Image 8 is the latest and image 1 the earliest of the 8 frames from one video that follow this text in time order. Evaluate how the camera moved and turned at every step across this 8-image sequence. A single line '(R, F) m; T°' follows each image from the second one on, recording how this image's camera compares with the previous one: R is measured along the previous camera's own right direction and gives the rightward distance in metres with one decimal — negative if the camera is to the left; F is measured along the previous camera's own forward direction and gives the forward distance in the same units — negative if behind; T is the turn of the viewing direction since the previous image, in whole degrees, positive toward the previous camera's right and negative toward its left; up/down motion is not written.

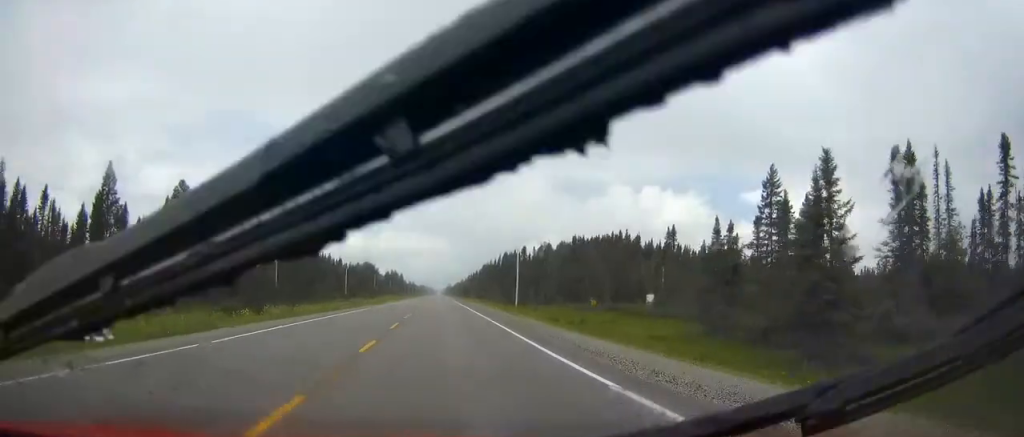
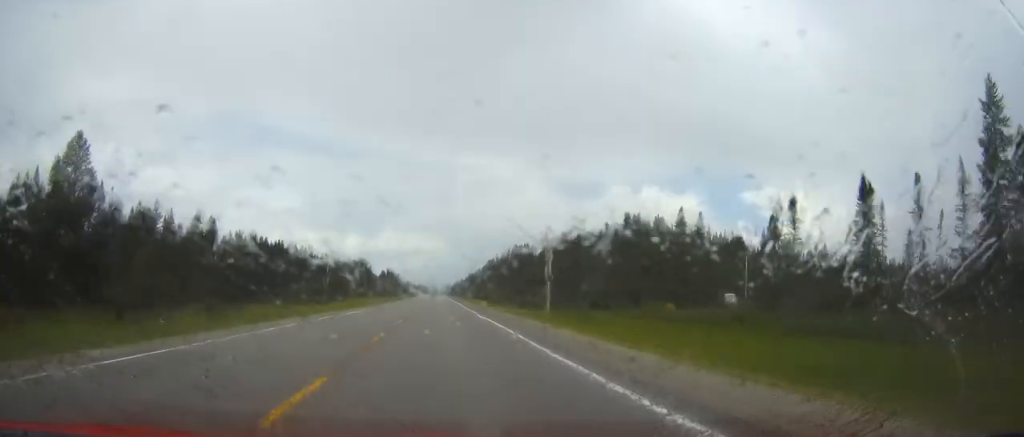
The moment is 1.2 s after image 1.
(0.0, +33.3) m; 0°
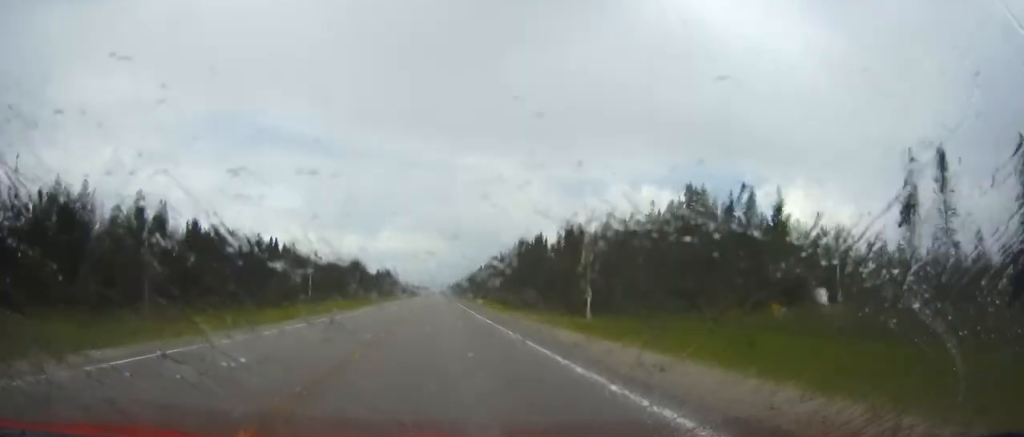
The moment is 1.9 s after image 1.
(0.0, +21.9) m; 0°
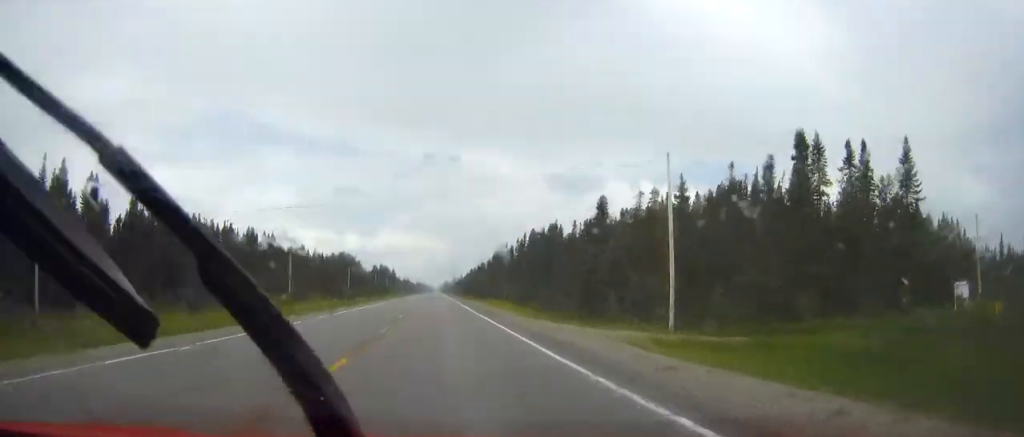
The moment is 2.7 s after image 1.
(0.0, +20.9) m; 0°
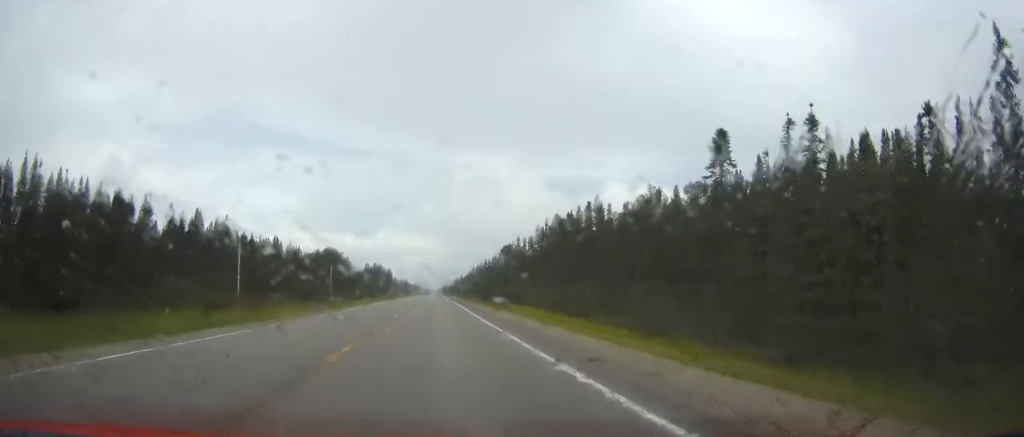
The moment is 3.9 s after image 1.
(0.0, +34.2) m; 0°
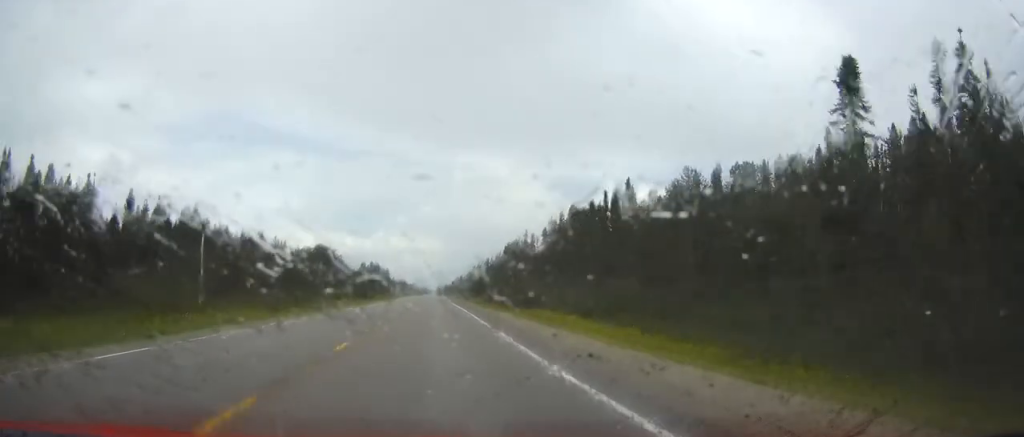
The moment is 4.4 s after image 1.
(0.0, +16.2) m; 0°
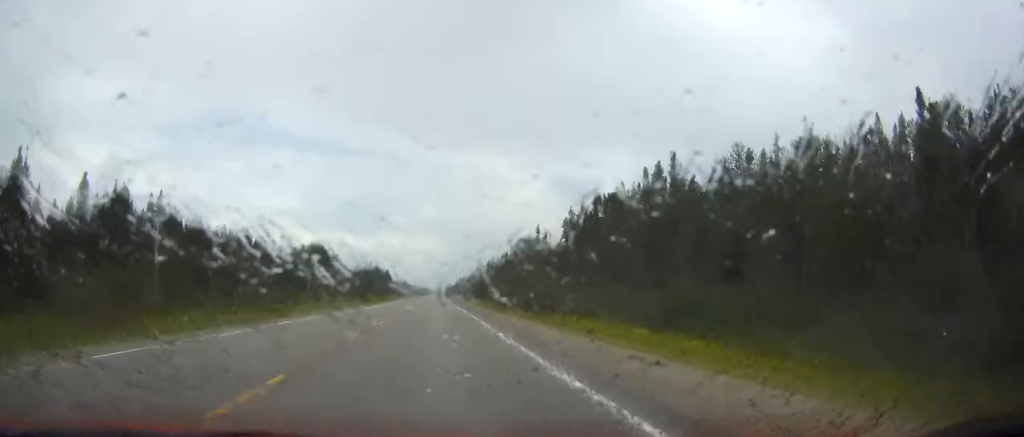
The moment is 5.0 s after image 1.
(0.0, +15.2) m; 0°
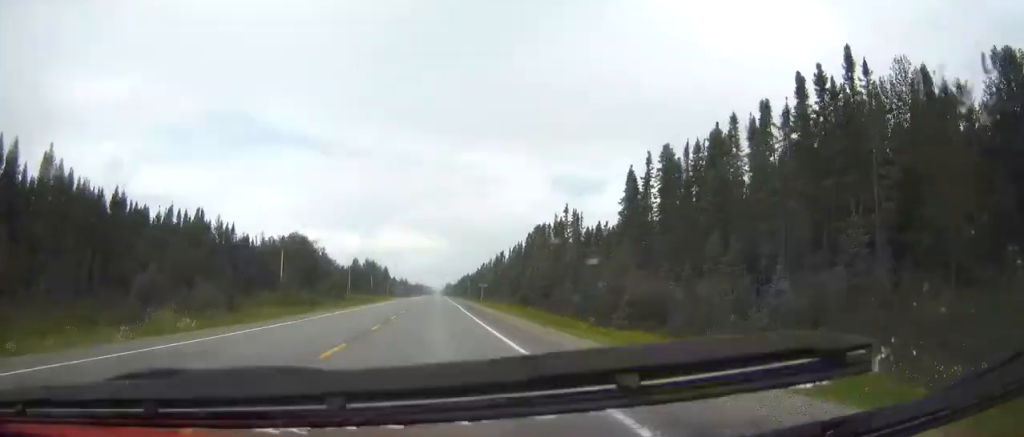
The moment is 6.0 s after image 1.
(0.0, +30.4) m; 0°
